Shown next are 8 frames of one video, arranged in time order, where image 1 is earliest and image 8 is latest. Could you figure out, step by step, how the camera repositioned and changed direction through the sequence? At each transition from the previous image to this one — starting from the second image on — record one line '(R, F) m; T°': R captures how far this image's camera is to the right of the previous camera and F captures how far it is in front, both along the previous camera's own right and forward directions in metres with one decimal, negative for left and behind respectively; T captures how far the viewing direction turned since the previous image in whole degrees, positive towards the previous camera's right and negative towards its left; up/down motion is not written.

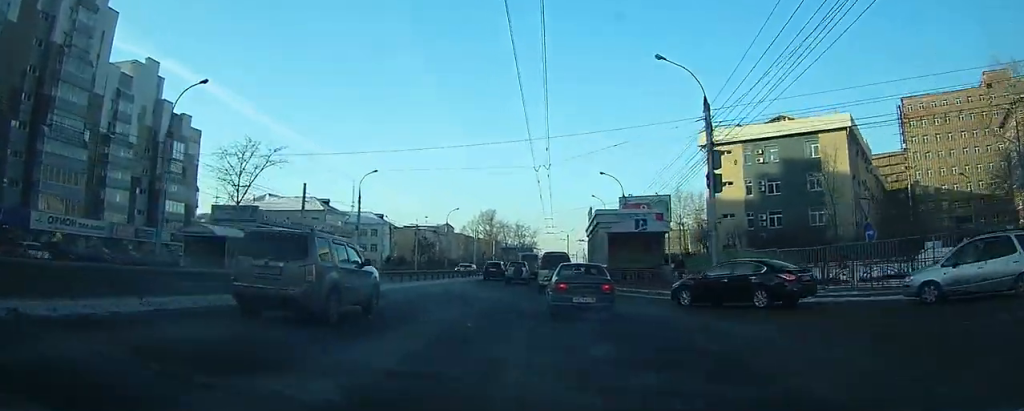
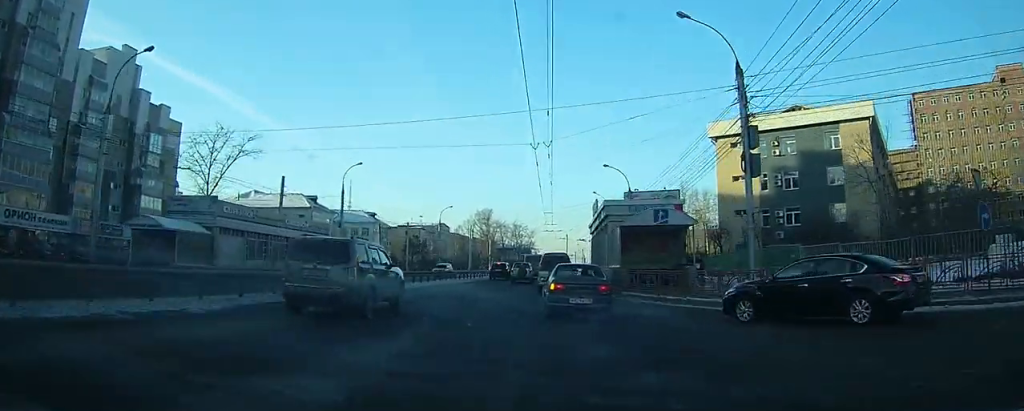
(0.0, +5.7) m; 0°
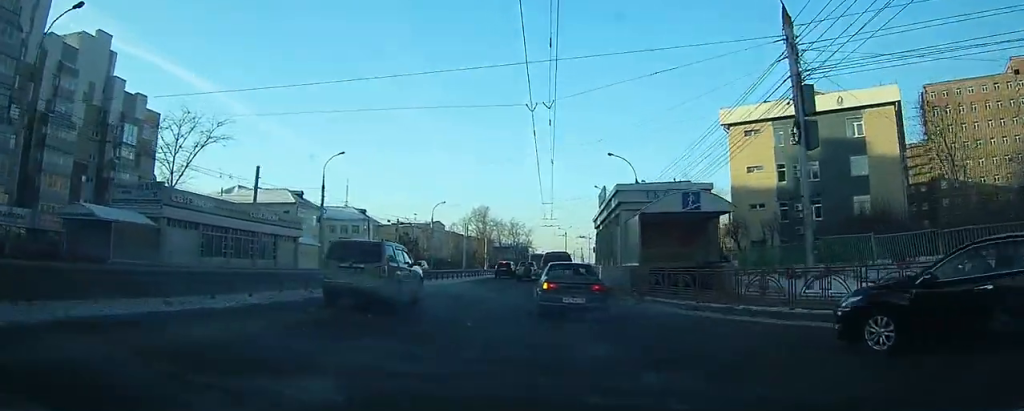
(0.0, +5.7) m; 0°
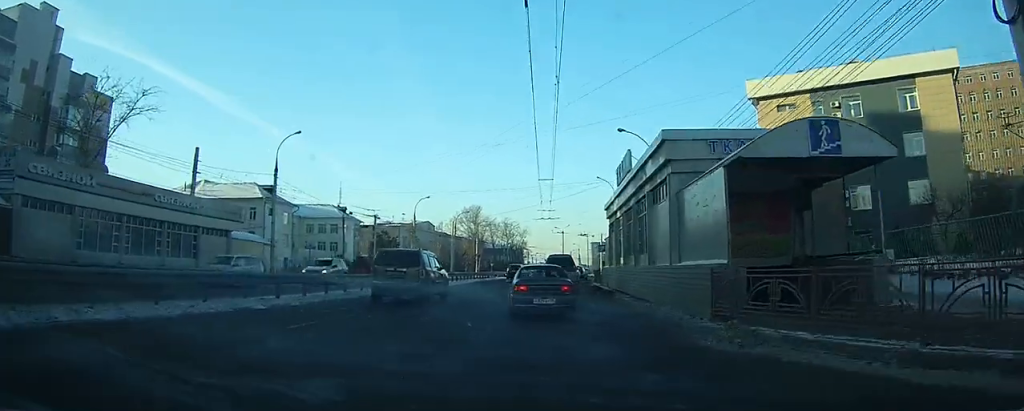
(0.0, +10.9) m; 0°
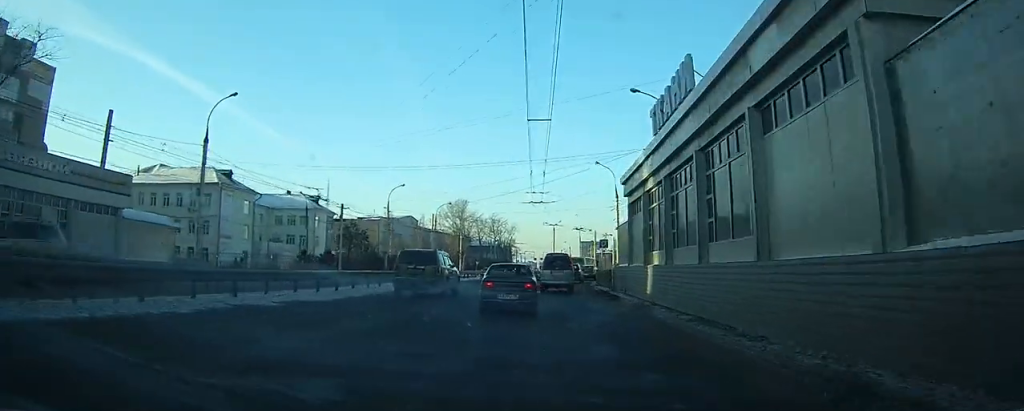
(0.0, +10.8) m; +1°
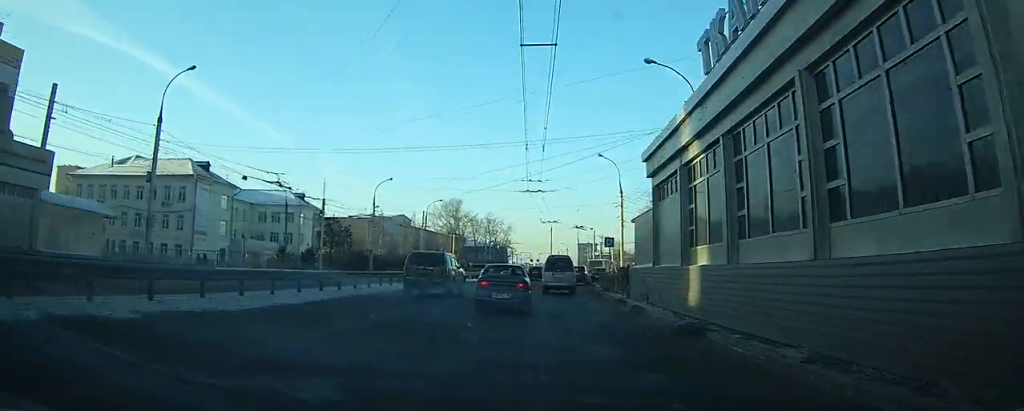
(+0.1, +5.7) m; +1°
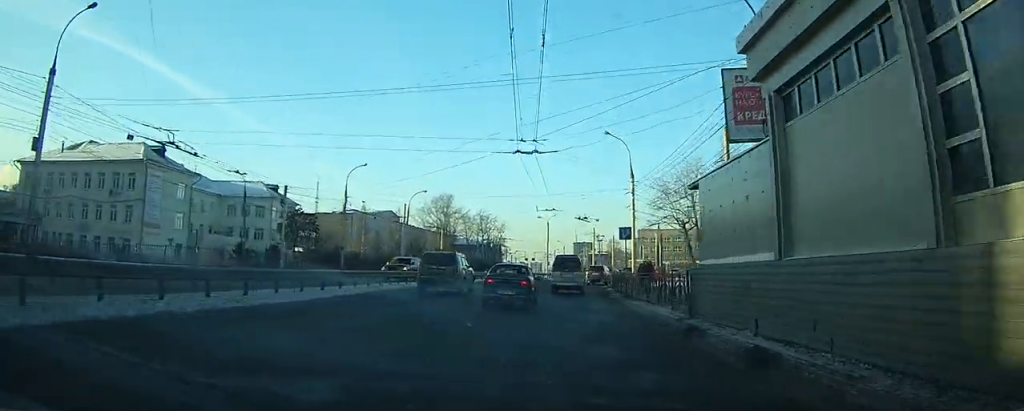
(+0.2, +9.6) m; +2°
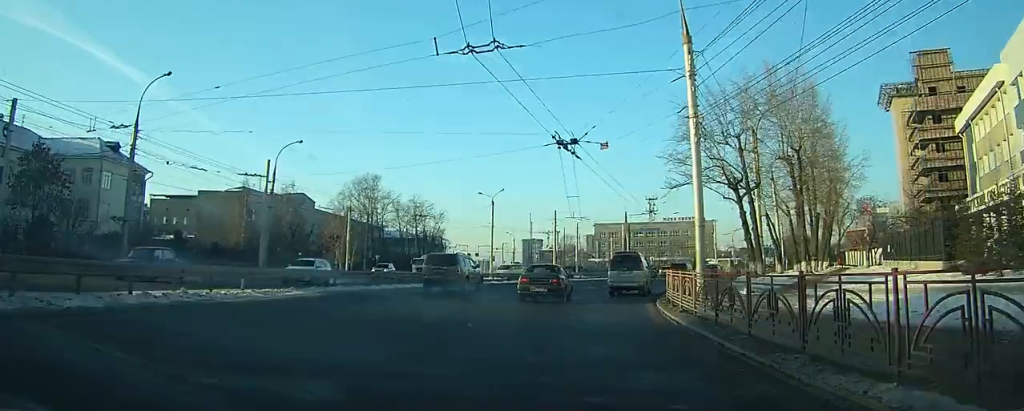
(+1.3, +29.9) m; +5°
